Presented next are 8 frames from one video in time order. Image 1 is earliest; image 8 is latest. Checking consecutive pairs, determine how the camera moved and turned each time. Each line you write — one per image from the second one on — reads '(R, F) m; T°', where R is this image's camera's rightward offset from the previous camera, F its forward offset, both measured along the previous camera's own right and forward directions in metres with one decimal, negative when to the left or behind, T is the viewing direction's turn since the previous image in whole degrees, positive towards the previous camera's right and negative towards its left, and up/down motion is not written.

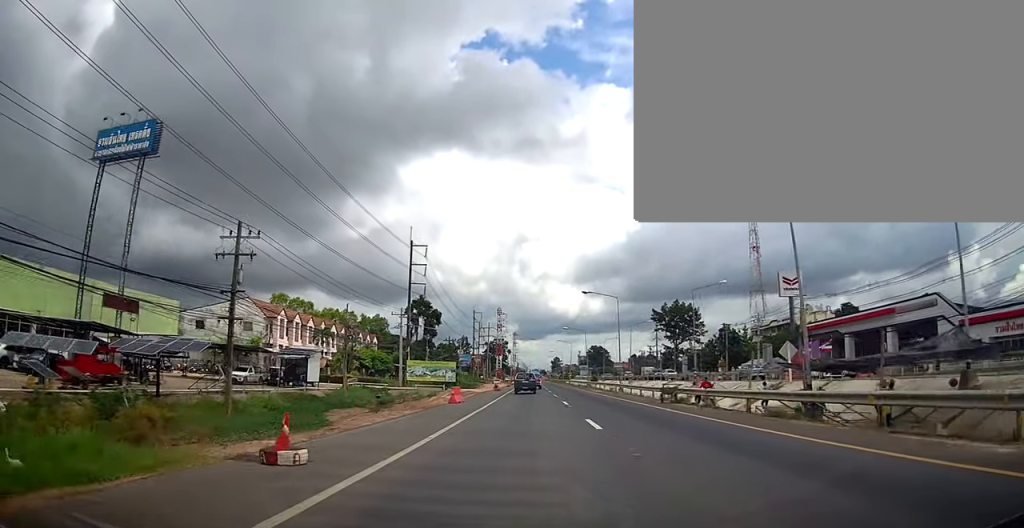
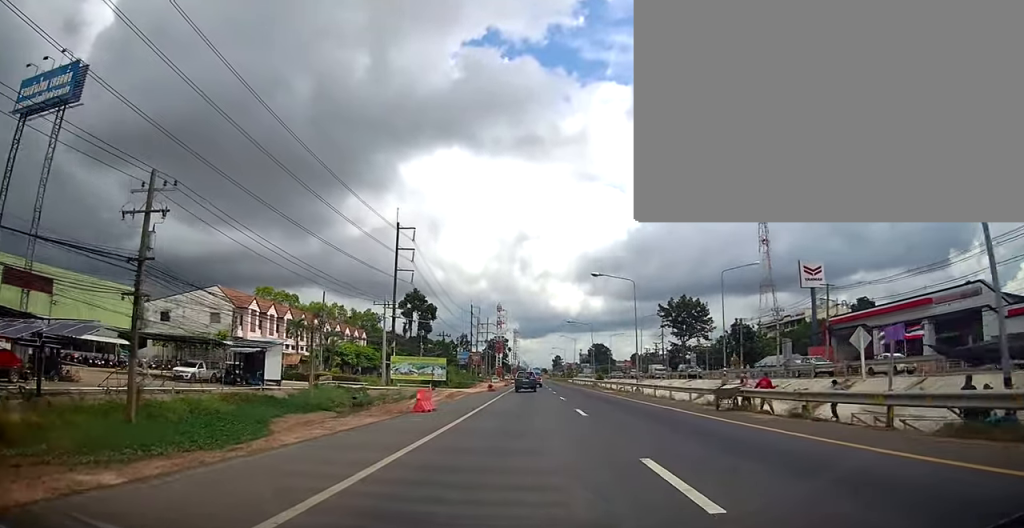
(0.0, +8.0) m; 0°
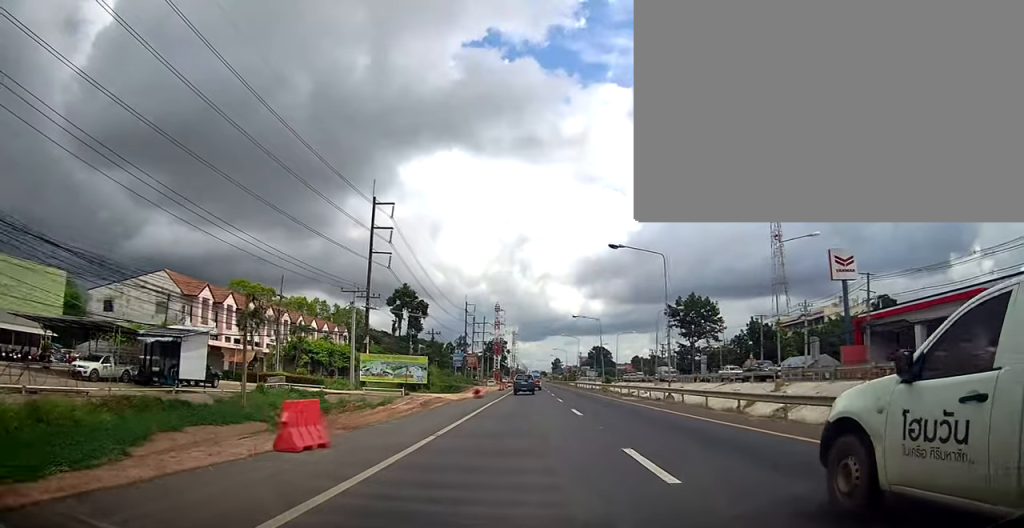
(0.0, +10.4) m; 0°
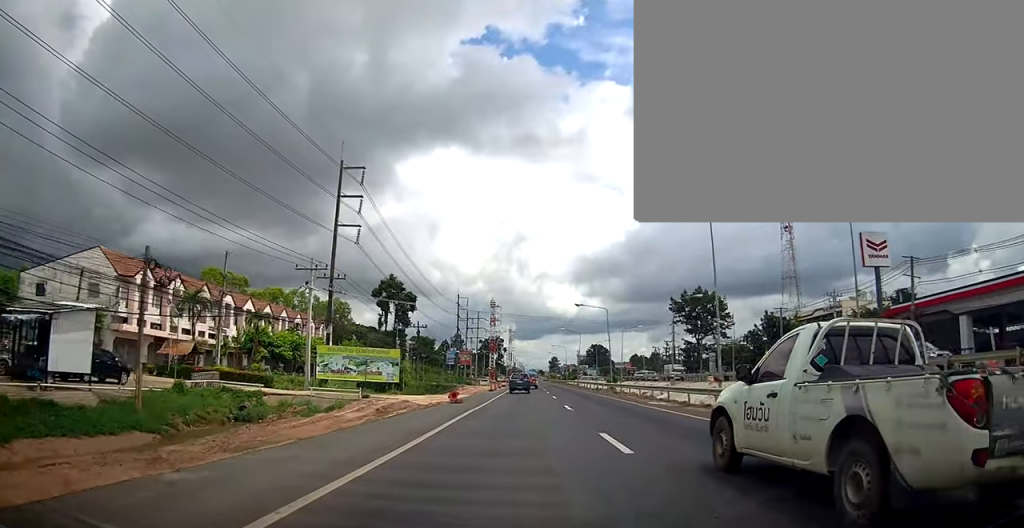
(0.0, +9.6) m; +1°
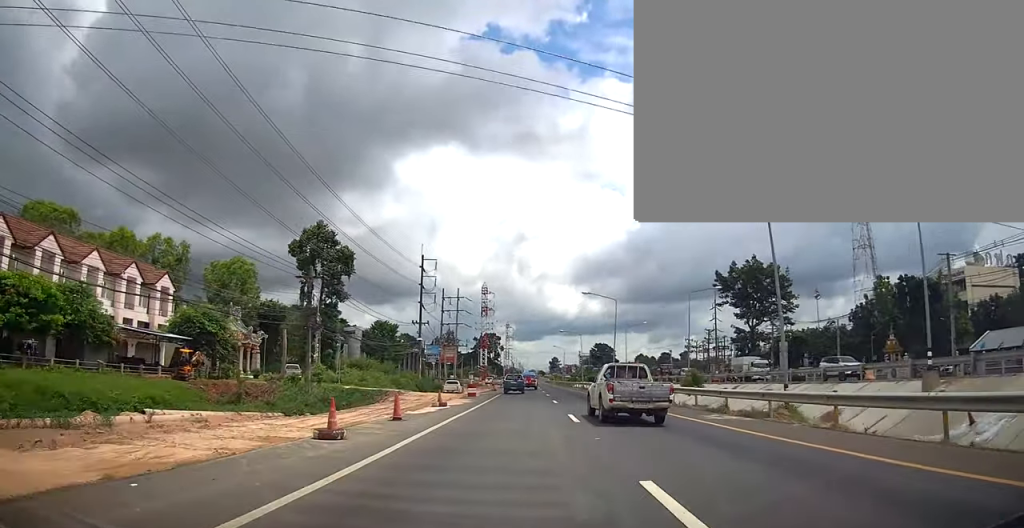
(+0.4, +41.3) m; 0°
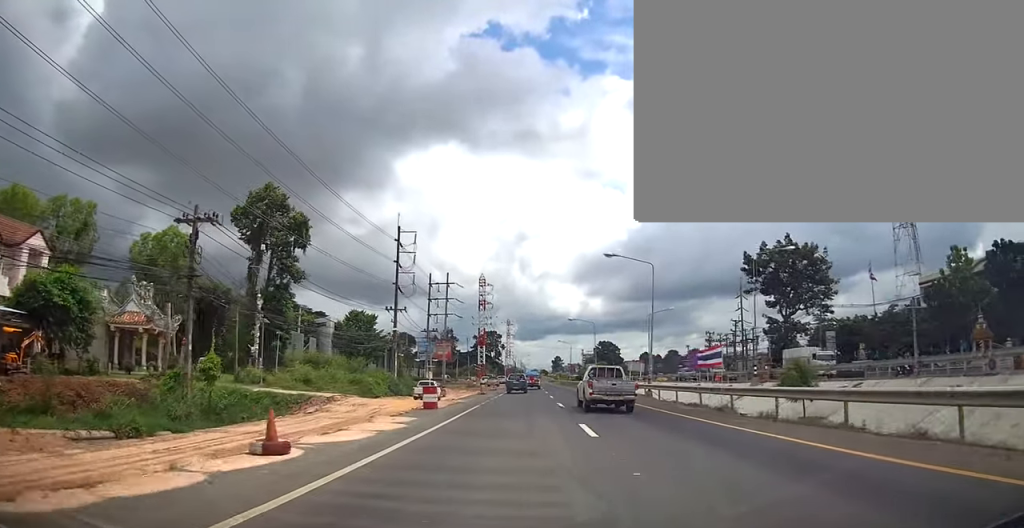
(+0.4, +16.3) m; 0°
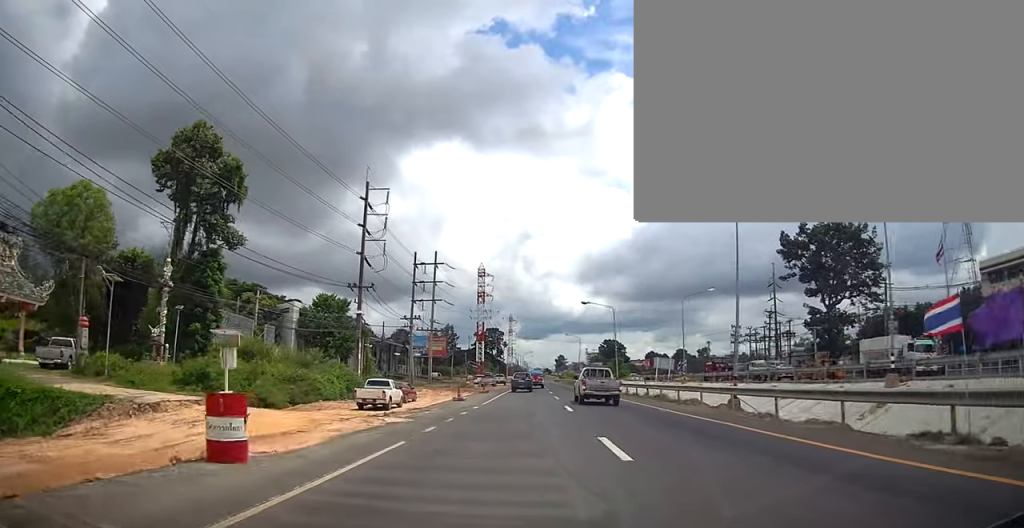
(-0.4, +15.5) m; 0°
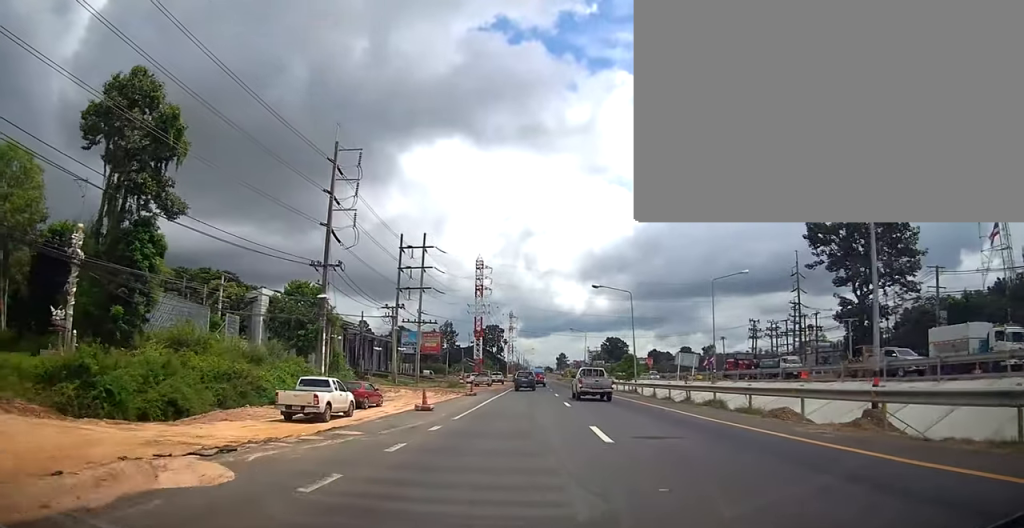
(+0.5, +9.6) m; 0°
